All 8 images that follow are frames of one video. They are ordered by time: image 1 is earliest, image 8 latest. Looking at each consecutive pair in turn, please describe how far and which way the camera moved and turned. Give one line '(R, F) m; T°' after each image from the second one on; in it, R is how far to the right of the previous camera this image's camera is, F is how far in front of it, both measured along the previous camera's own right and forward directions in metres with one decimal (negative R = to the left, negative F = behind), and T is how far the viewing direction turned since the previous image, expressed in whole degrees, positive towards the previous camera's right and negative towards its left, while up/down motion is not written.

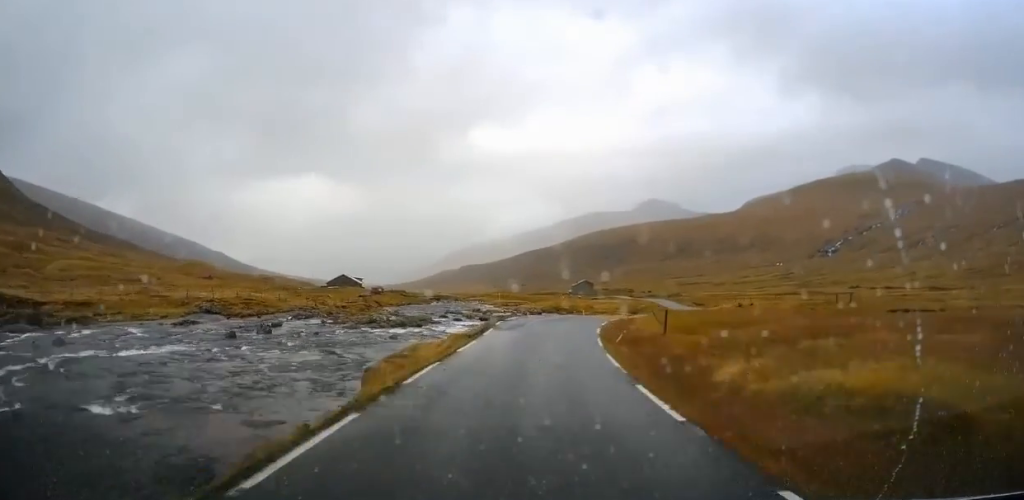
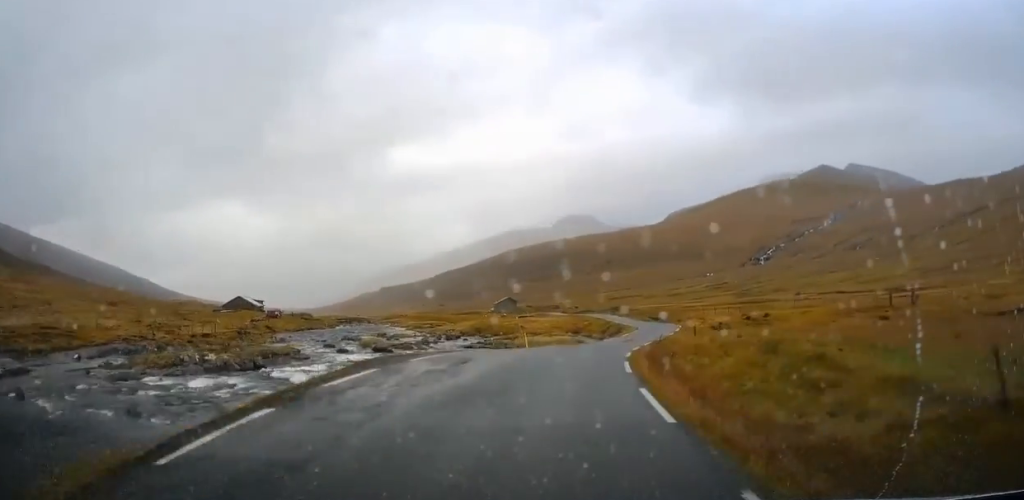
(+0.1, +22.6) m; +4°
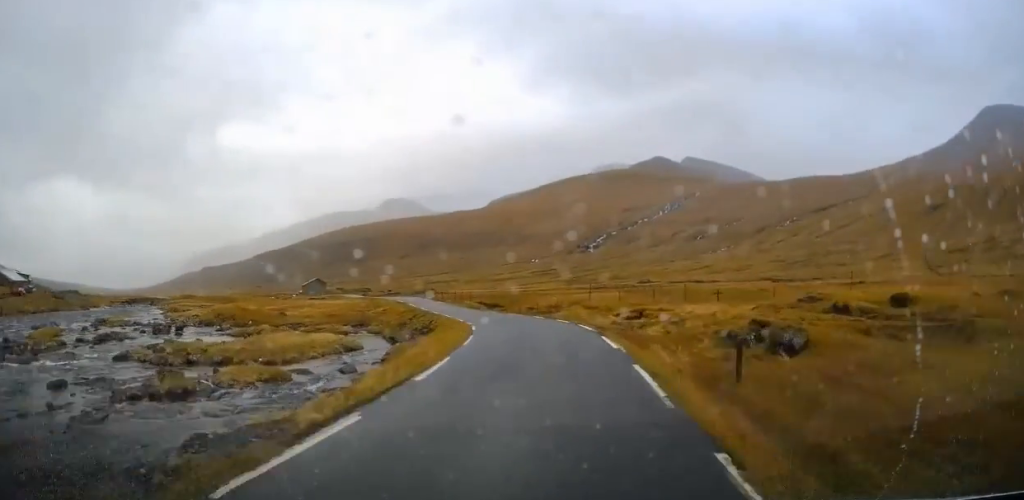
(+3.3, +35.1) m; +12°
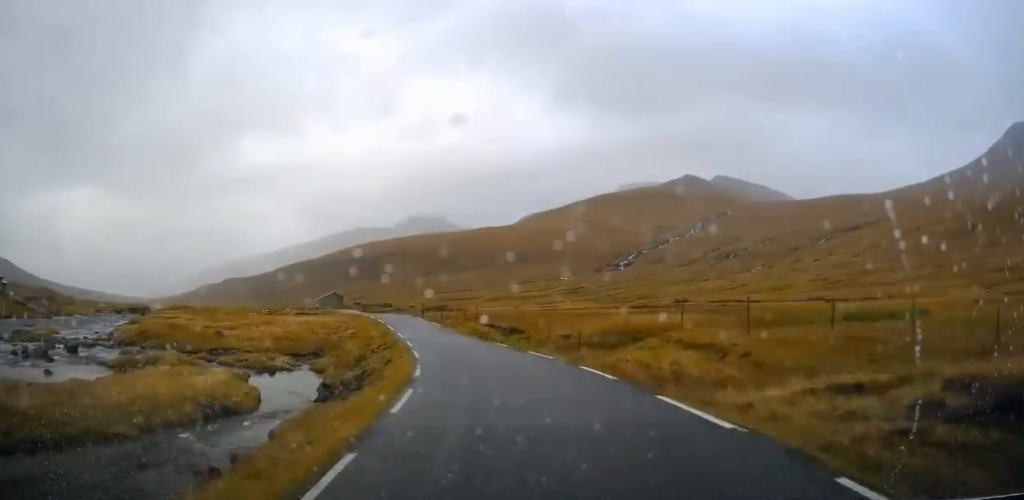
(+1.2, +18.6) m; +2°
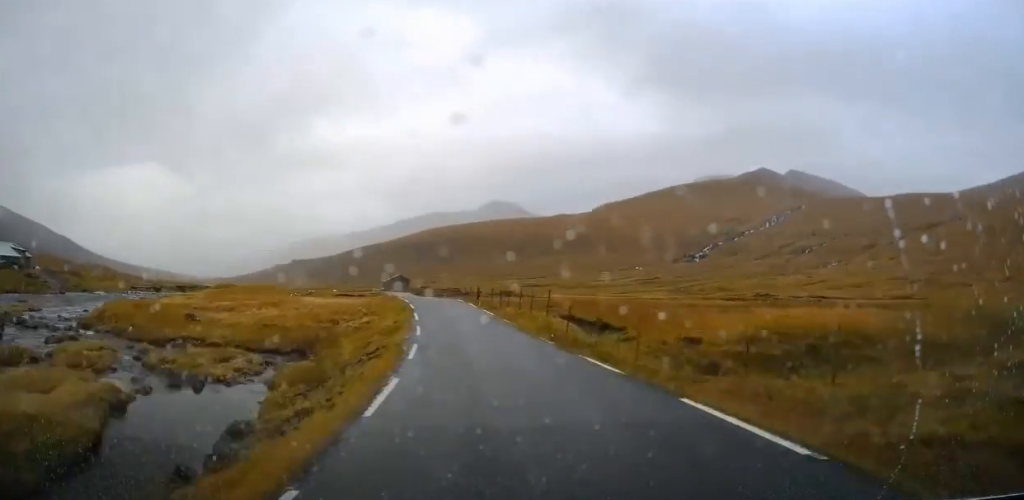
(+1.0, +13.7) m; 0°
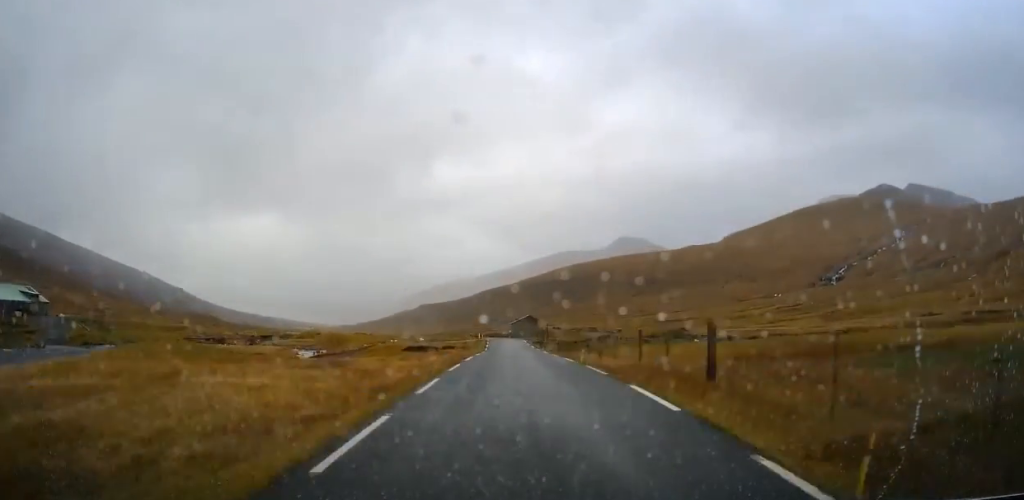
(-2.2, +32.1) m; -11°
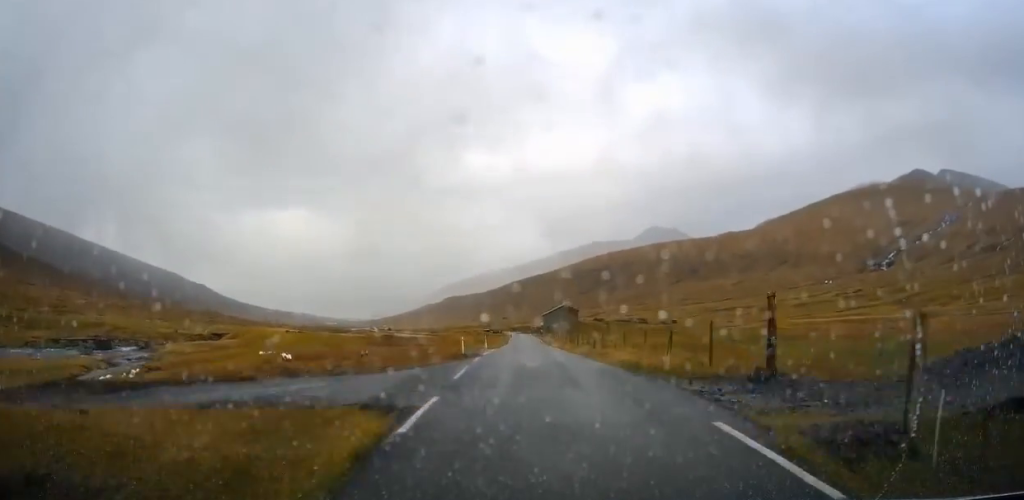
(-7.0, +52.4) m; -9°
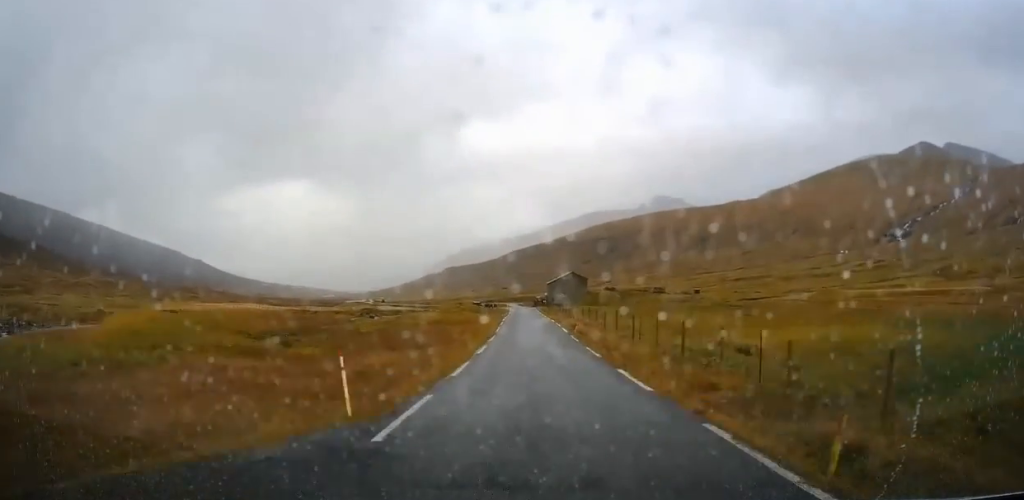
(-0.2, +30.4) m; +1°
